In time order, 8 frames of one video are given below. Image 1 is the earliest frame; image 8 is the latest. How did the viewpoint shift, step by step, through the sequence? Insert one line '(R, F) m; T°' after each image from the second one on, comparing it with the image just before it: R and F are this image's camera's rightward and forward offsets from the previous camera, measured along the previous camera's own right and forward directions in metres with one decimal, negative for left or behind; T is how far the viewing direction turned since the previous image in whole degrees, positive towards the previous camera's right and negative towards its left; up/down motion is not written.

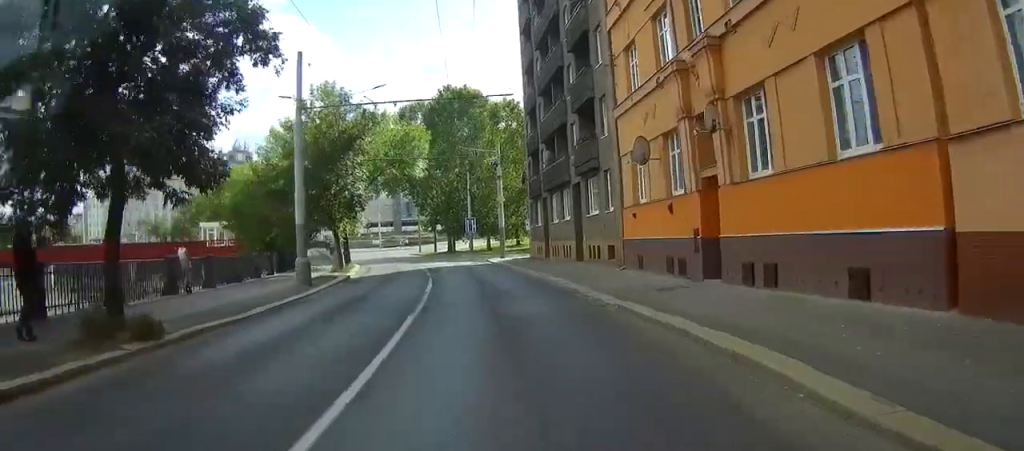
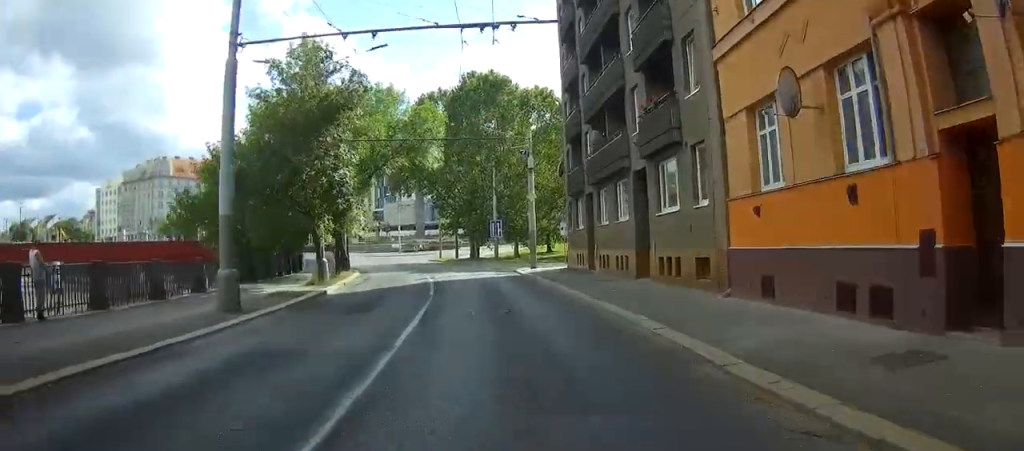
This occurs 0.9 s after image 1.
(-0.2, +10.0) m; -2°
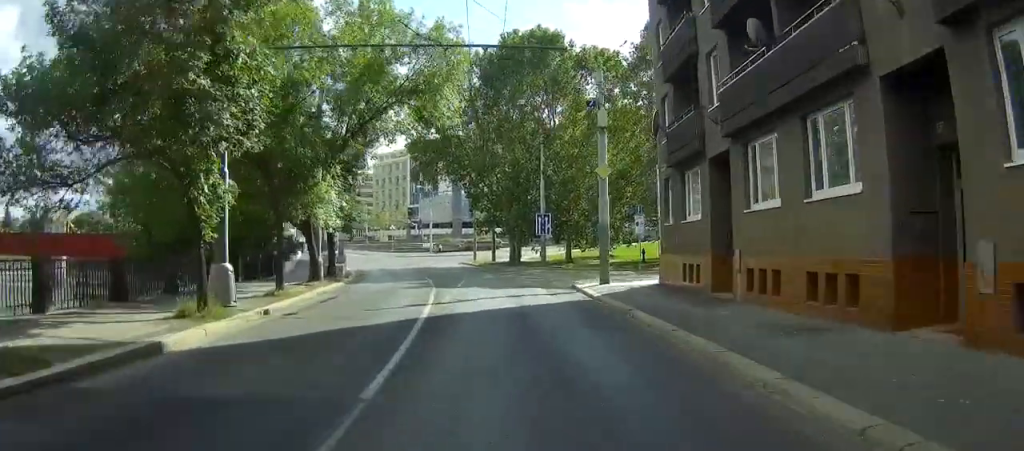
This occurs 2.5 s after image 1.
(-0.8, +17.1) m; -4°
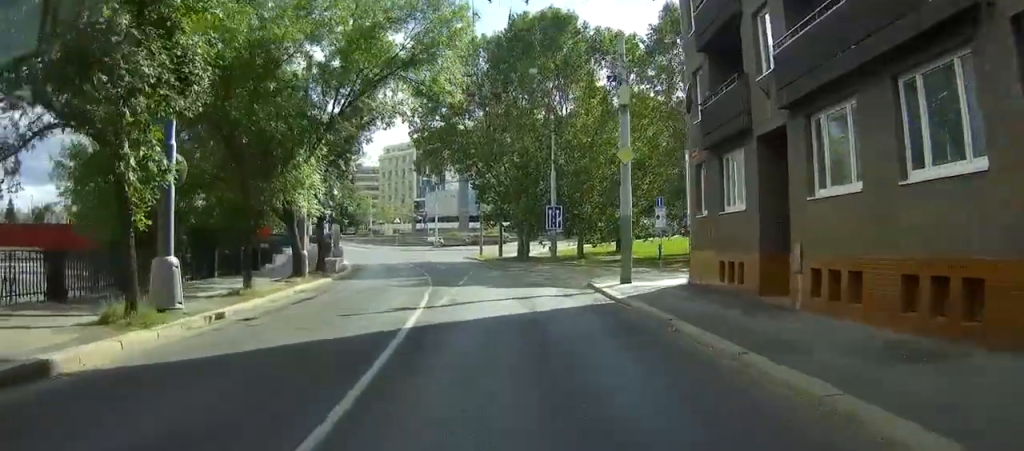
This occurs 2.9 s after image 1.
(0.0, +4.0) m; -1°
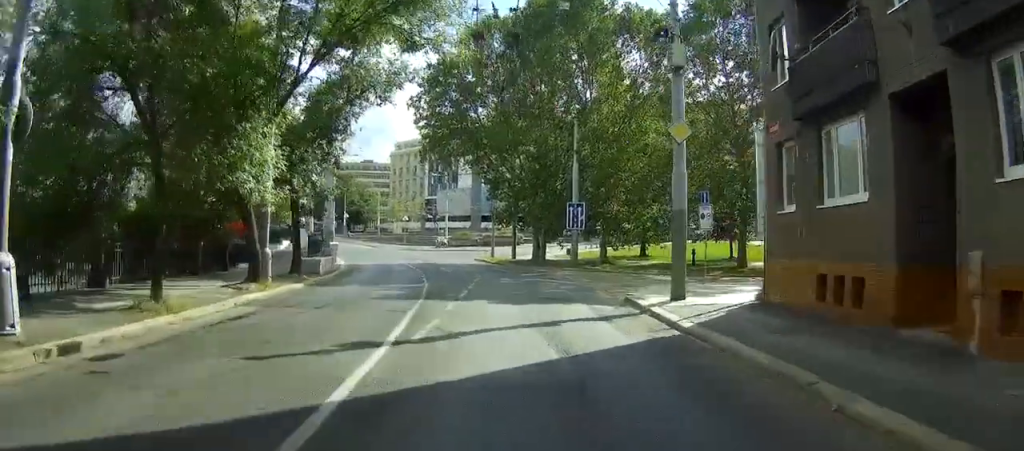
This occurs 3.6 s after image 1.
(+0.1, +6.9) m; -1°
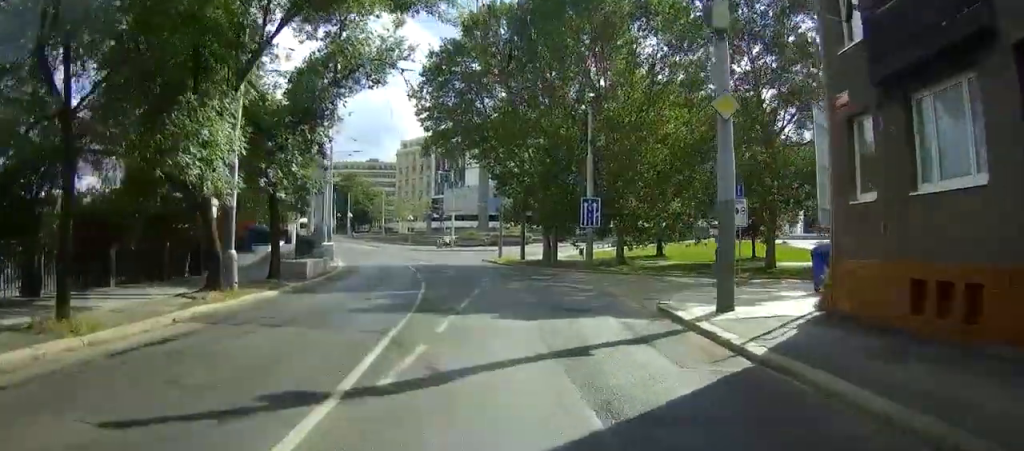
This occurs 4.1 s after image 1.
(-0.1, +4.1) m; -1°
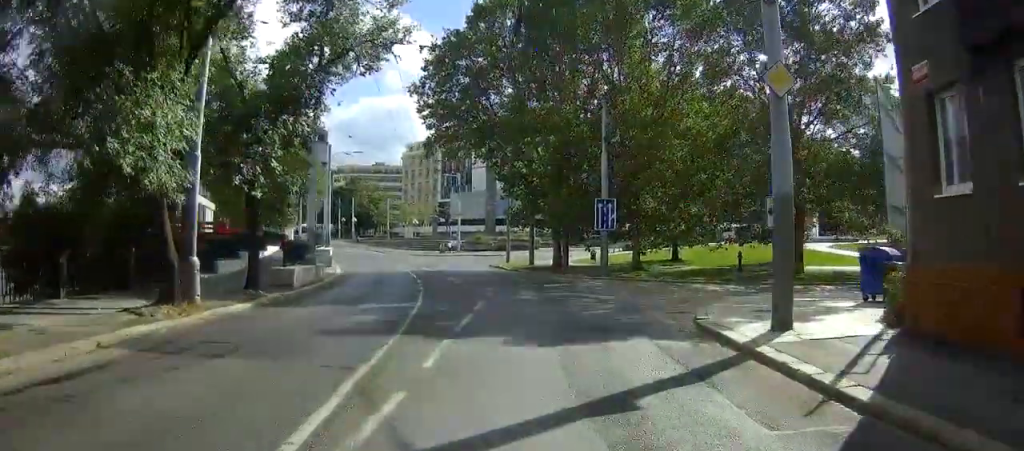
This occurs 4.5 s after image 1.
(-0.1, +3.4) m; -1°
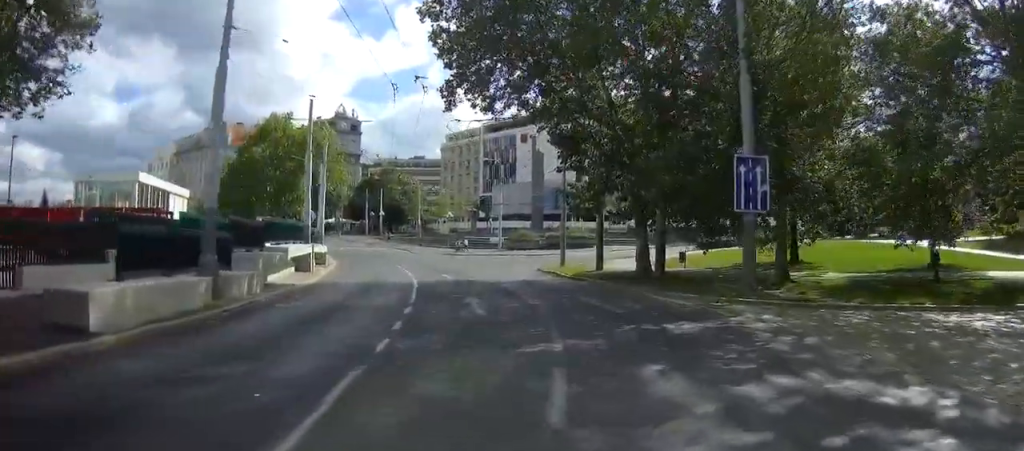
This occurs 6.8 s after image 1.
(-0.2, +17.0) m; -10°
